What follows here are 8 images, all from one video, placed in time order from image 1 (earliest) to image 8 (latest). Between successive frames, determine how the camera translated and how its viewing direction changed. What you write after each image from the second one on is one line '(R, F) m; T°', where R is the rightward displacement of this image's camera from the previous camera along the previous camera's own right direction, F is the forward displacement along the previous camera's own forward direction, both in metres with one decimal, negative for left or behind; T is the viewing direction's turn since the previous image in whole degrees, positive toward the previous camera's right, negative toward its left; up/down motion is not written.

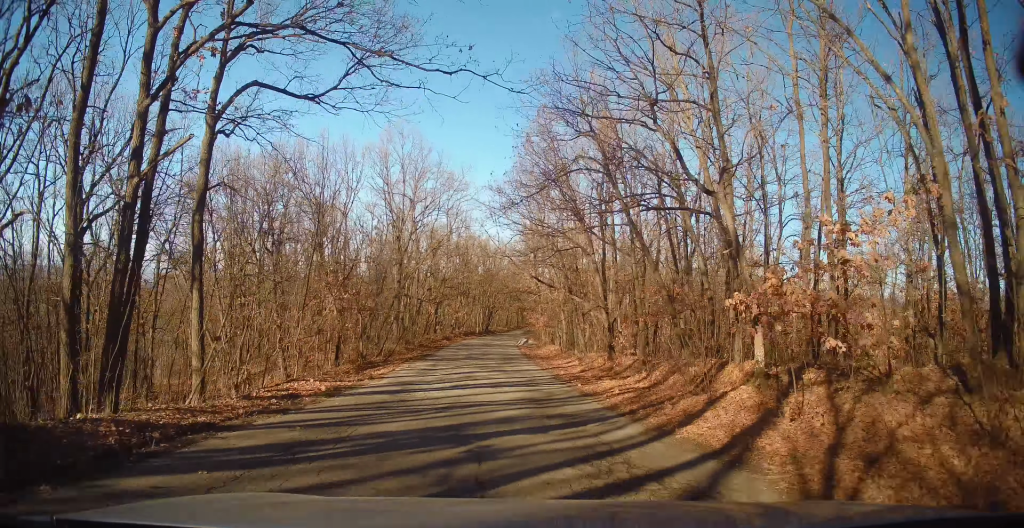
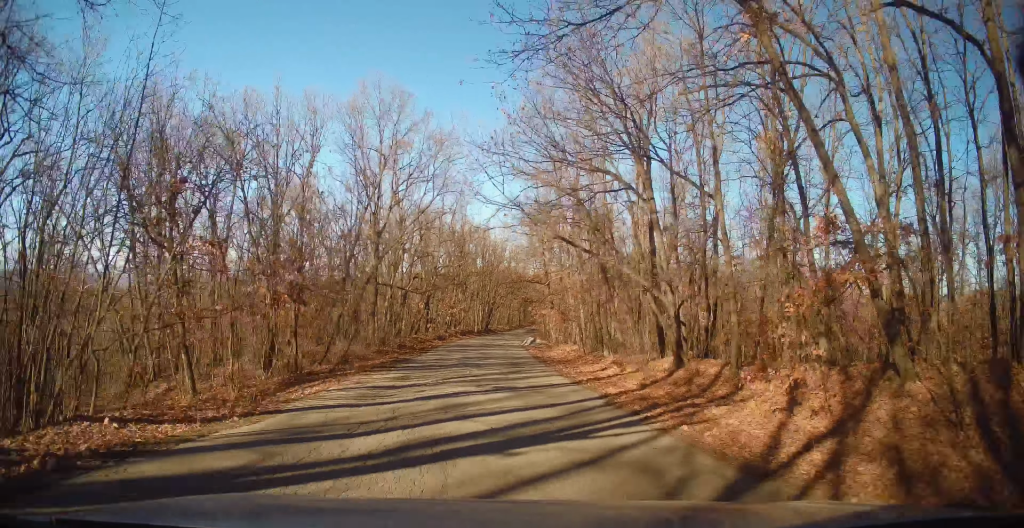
(+0.1, +9.0) m; +1°
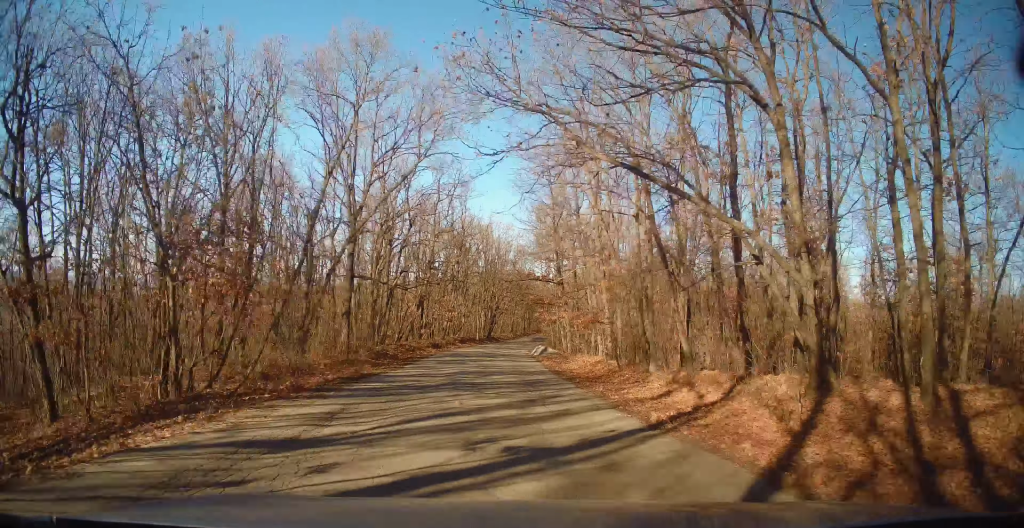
(+0.1, +7.1) m; +1°
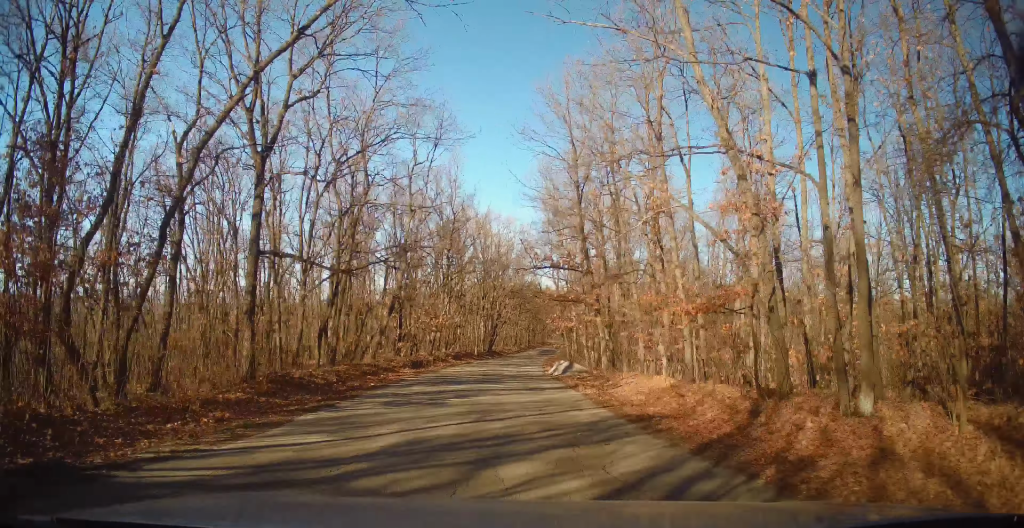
(0.0, +11.9) m; 0°
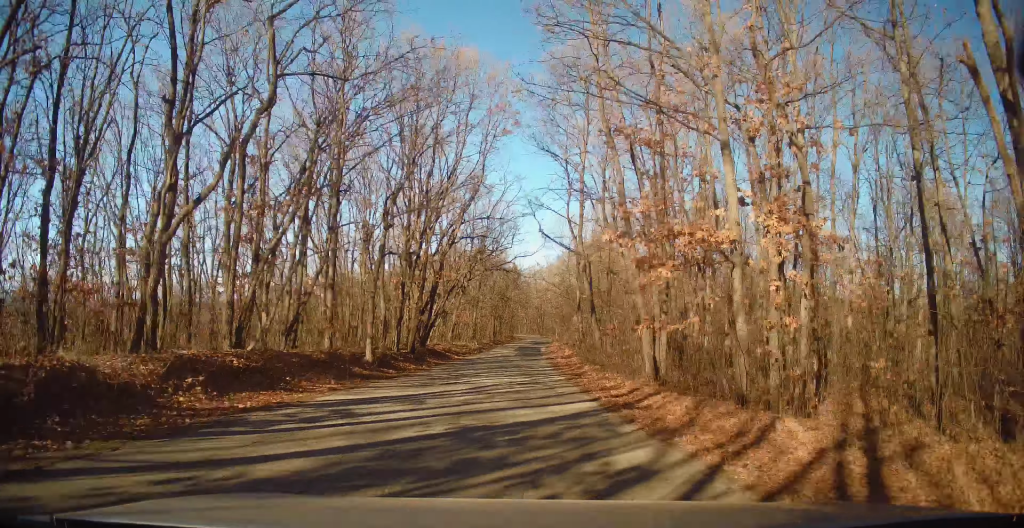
(+0.3, +37.5) m; +3°
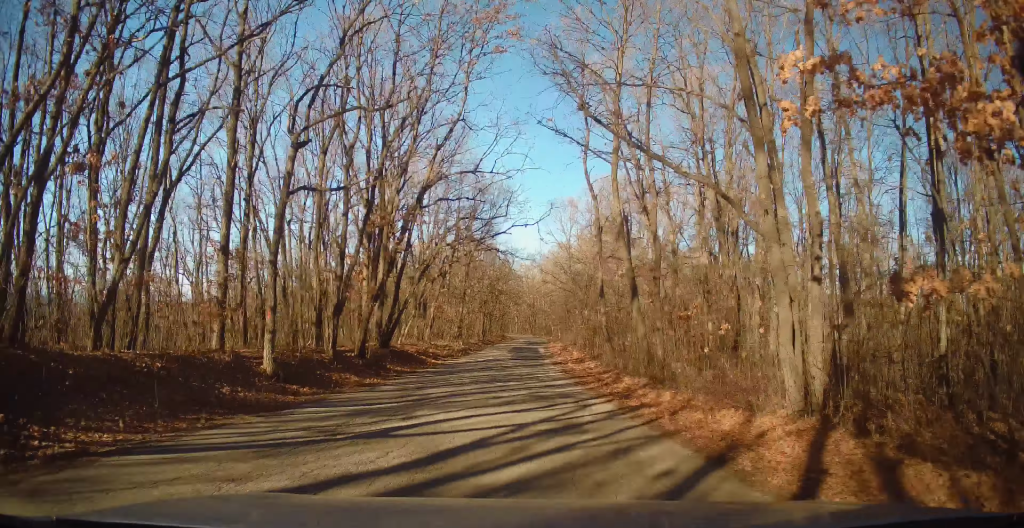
(+0.1, +8.7) m; +1°
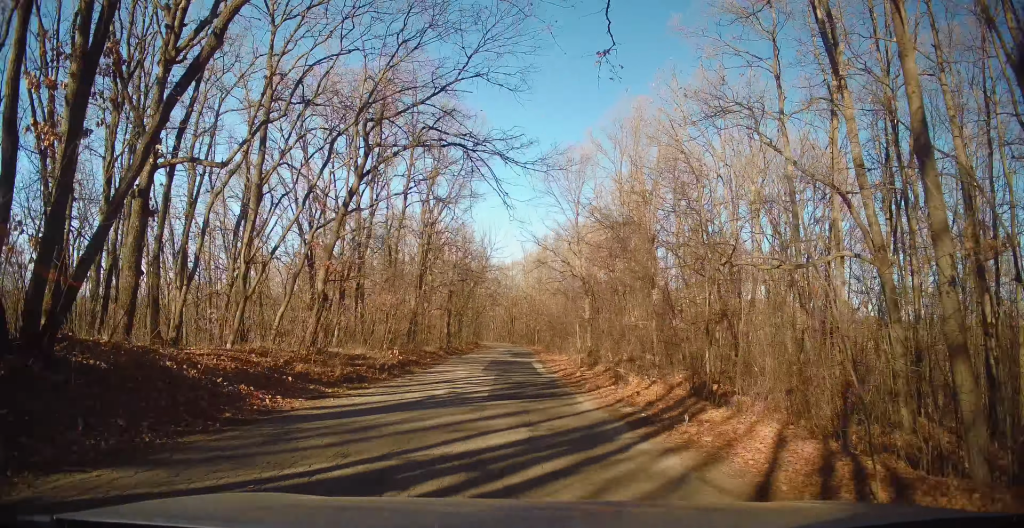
(+0.4, +18.5) m; +1°
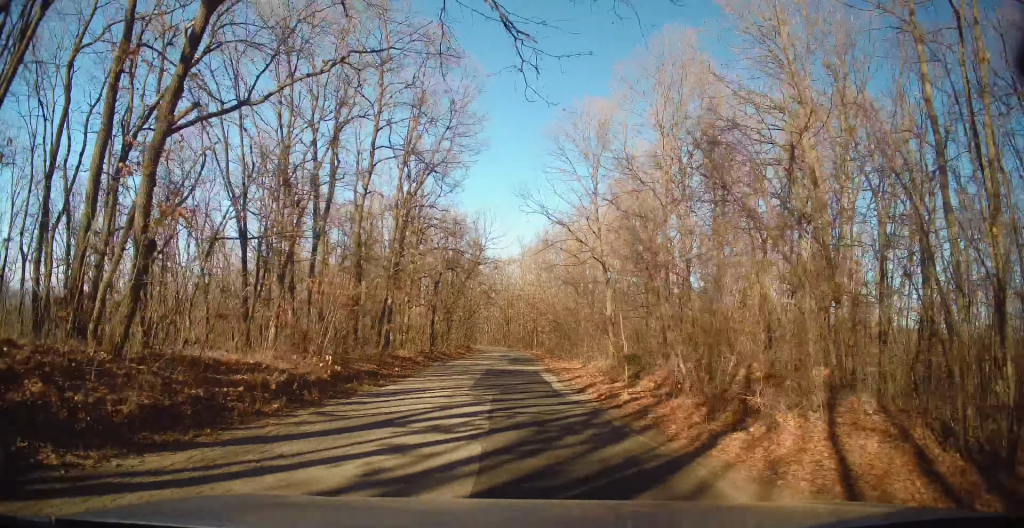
(0.0, +8.7) m; +1°
